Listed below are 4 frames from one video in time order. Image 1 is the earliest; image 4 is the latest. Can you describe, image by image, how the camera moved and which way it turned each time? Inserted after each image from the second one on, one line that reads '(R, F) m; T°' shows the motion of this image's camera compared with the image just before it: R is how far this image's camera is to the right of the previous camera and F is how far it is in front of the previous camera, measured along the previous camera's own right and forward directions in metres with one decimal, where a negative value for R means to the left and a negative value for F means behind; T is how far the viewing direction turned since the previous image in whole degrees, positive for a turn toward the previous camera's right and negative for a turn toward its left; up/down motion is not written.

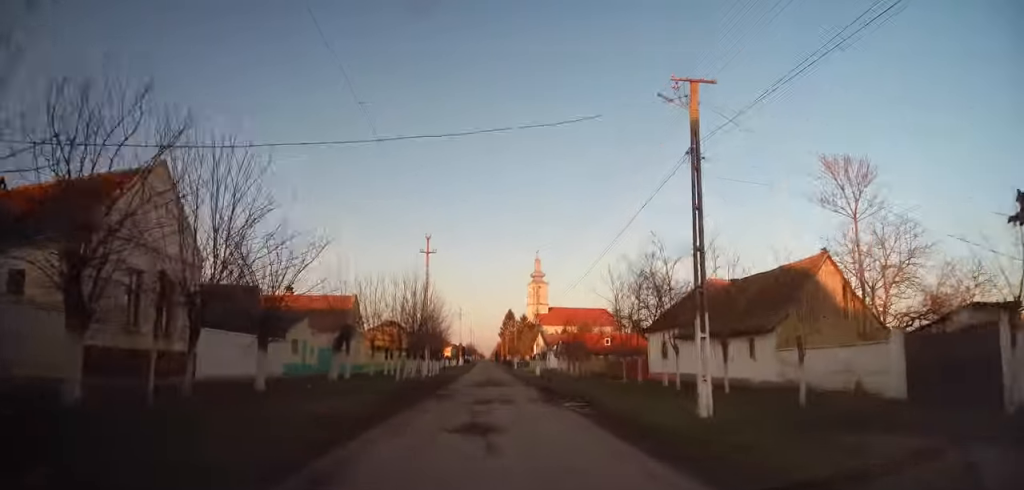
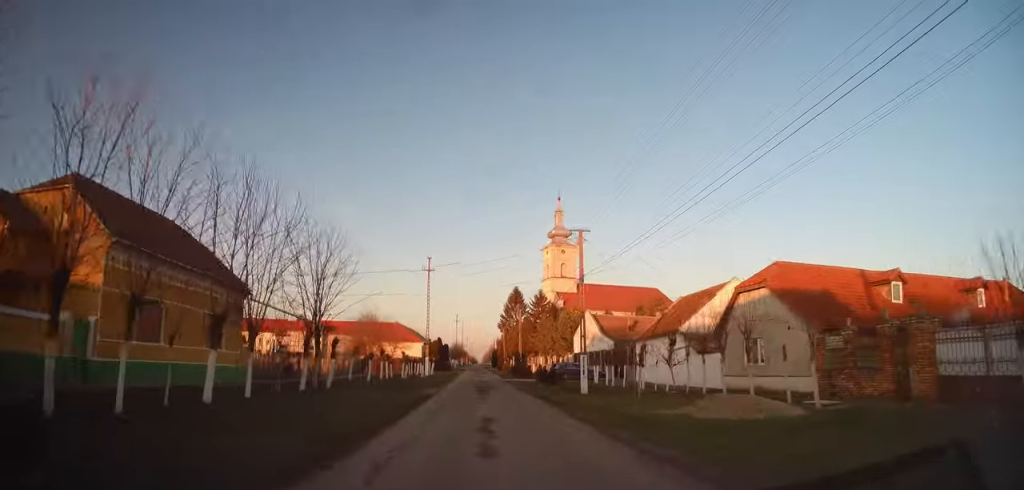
(-0.8, +65.1) m; -1°
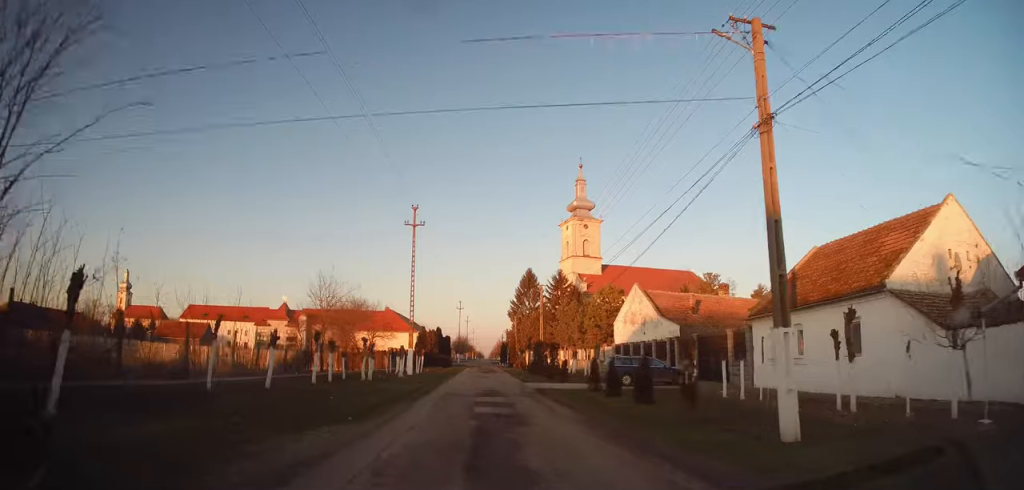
(+0.1, +17.7) m; +2°
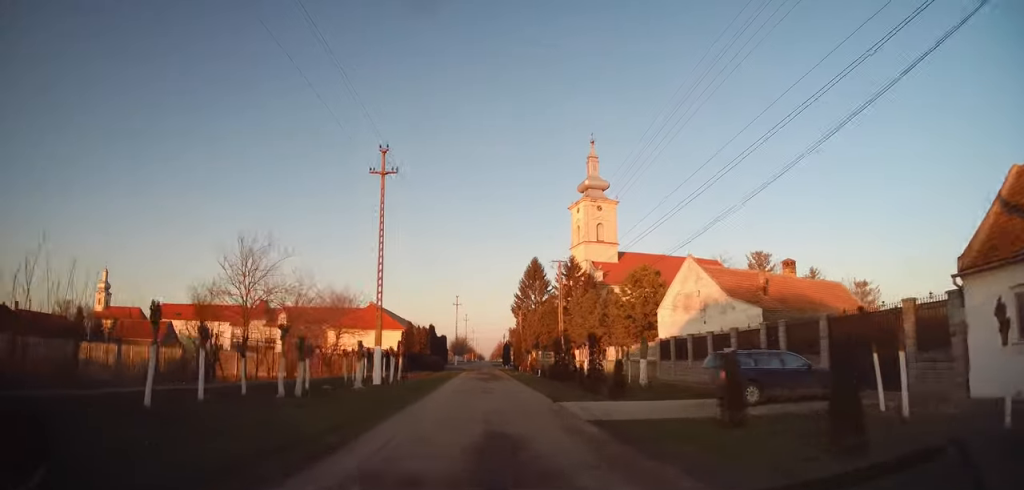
(+0.2, +12.6) m; 0°
